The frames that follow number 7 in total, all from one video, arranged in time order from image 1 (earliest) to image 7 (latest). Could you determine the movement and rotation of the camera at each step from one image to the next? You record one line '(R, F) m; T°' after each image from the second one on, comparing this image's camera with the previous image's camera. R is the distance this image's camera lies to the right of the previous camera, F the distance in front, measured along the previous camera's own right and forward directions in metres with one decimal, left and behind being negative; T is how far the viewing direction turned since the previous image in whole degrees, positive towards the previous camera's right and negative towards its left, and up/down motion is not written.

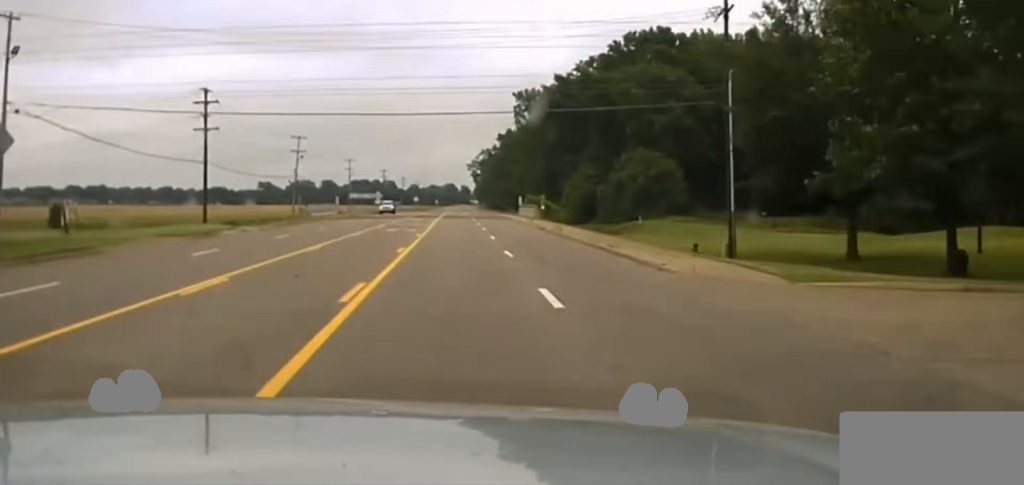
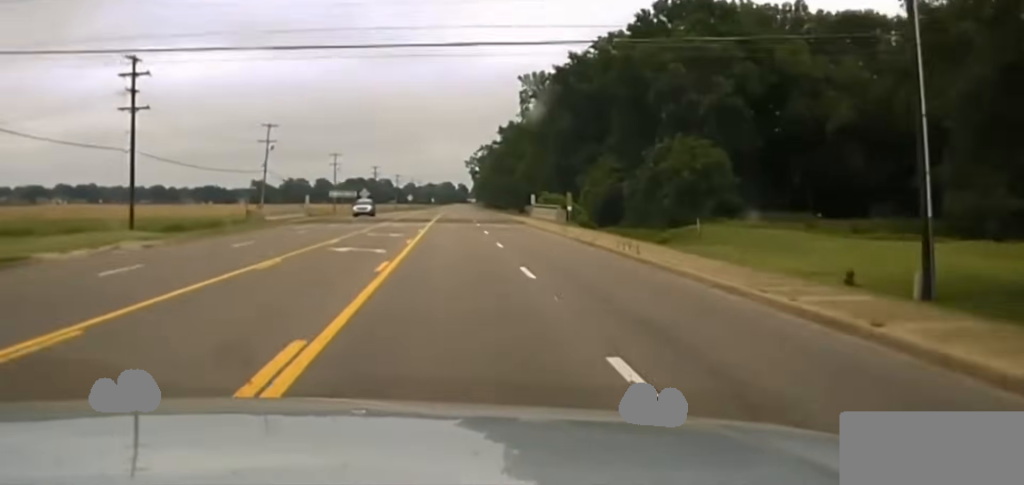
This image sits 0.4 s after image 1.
(0.0, +19.4) m; 0°
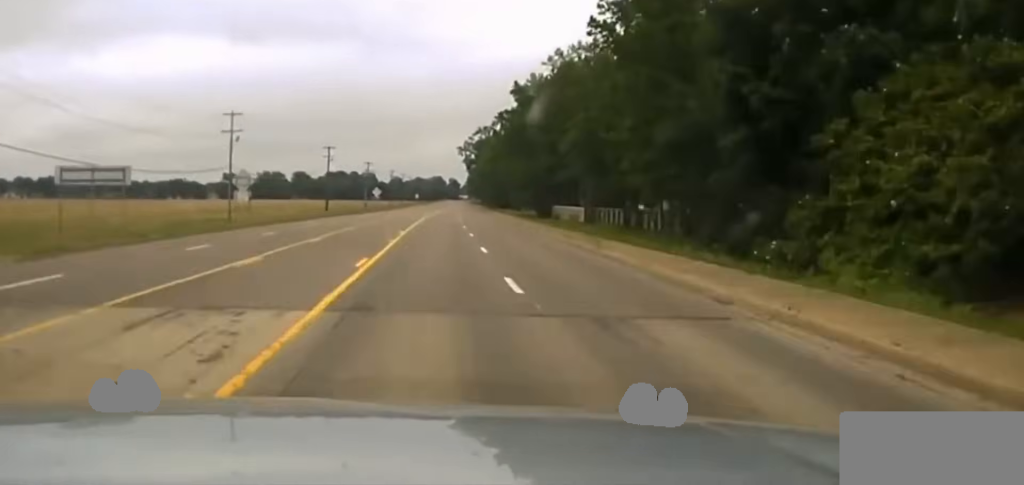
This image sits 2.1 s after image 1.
(+0.3, +95.7) m; 0°
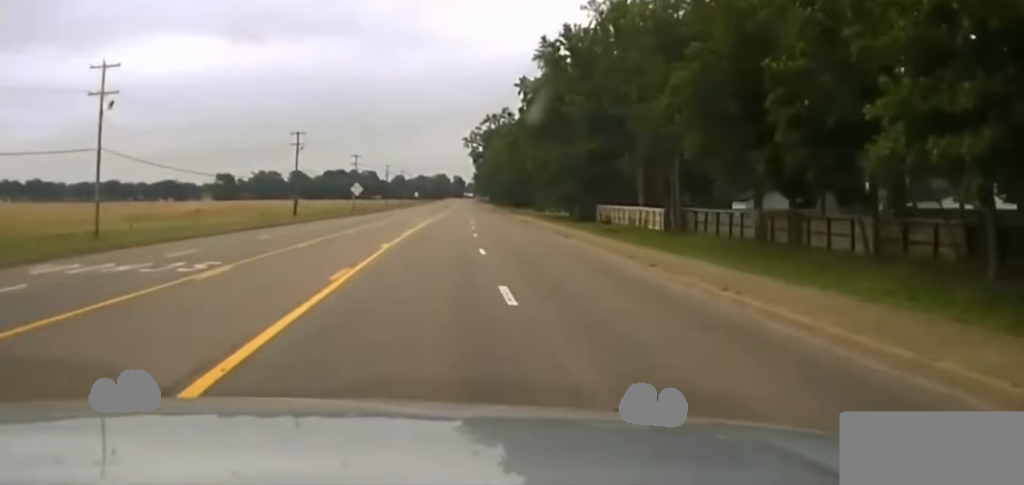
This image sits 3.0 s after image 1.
(0.0, +47.4) m; 0°
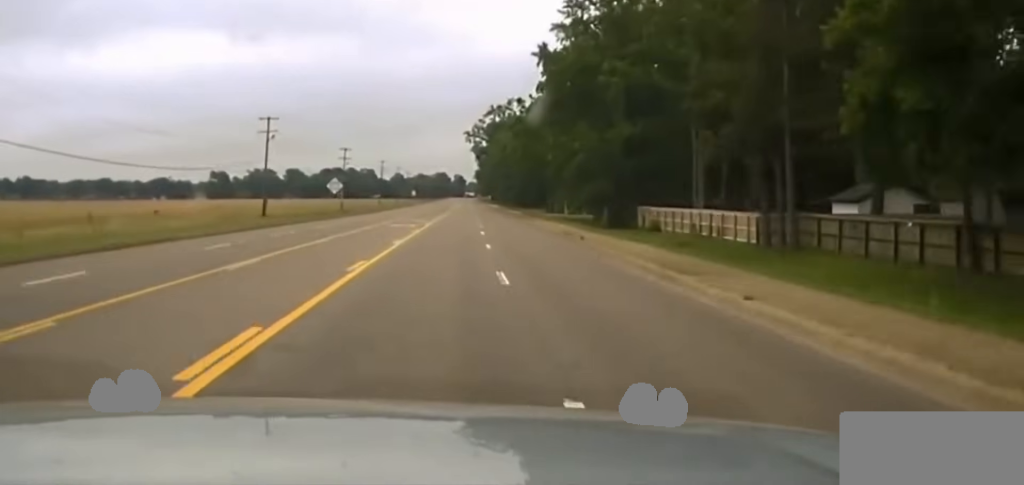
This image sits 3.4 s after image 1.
(-0.1, +22.1) m; 0°
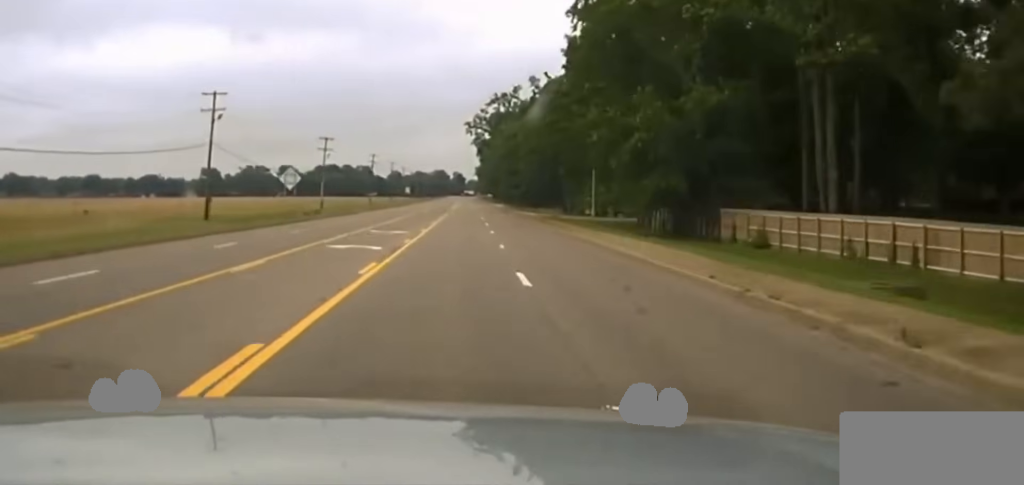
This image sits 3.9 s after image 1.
(+0.1, +27.3) m; 0°
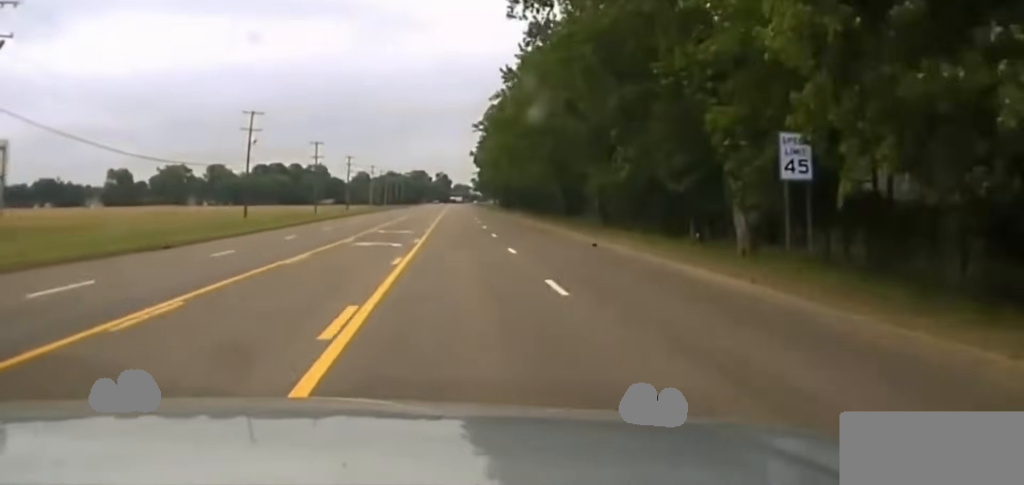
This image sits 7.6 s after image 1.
(+1.6, +159.8) m; 0°
